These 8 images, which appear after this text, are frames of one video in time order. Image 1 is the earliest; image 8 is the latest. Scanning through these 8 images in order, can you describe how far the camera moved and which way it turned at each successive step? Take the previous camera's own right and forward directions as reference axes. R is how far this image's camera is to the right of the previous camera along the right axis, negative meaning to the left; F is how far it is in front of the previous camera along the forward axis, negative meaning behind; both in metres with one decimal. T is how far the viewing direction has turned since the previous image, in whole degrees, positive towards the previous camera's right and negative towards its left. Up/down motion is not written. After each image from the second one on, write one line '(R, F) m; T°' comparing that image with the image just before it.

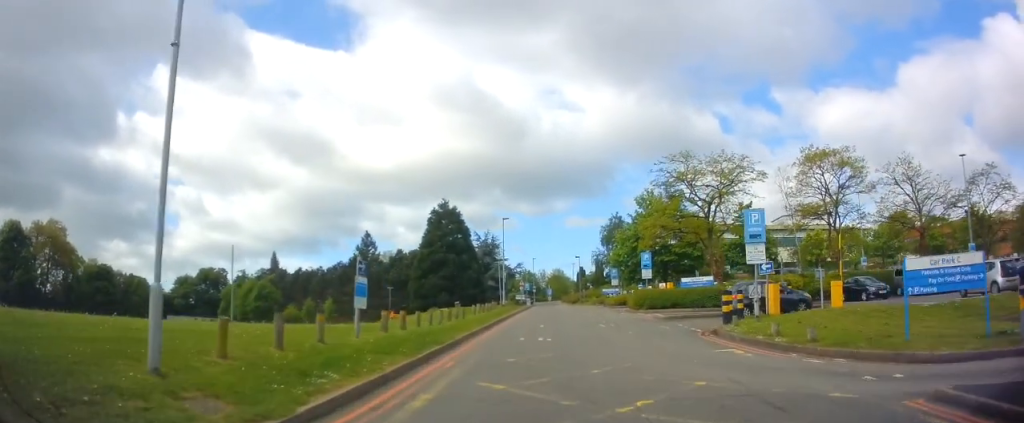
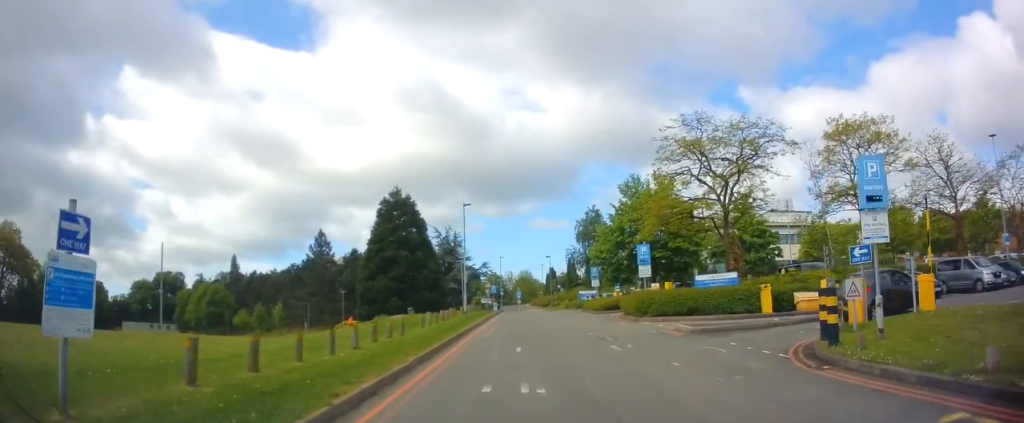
(0.0, +7.4) m; +1°
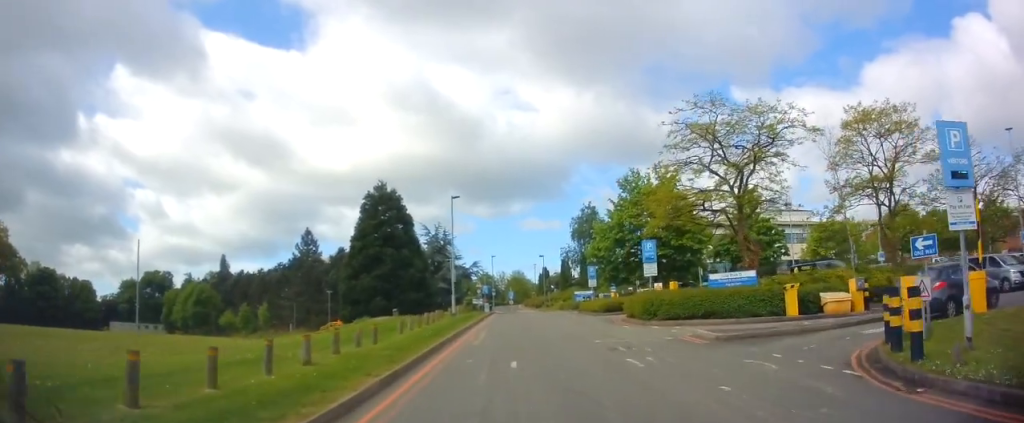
(0.0, +2.6) m; +3°
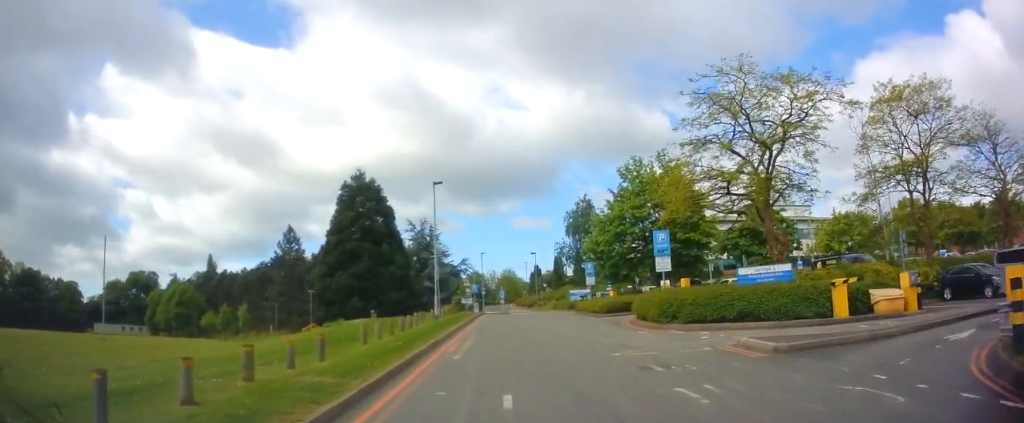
(+0.2, +3.6) m; +4°
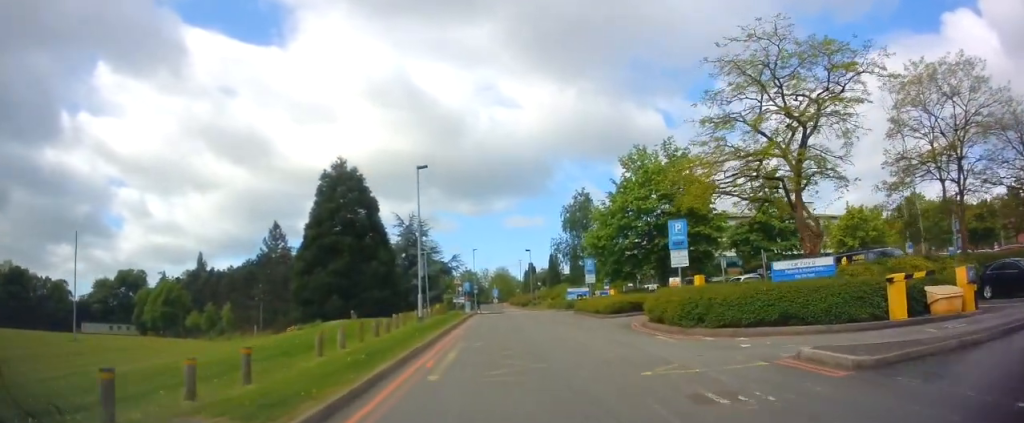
(+0.1, +2.9) m; +4°
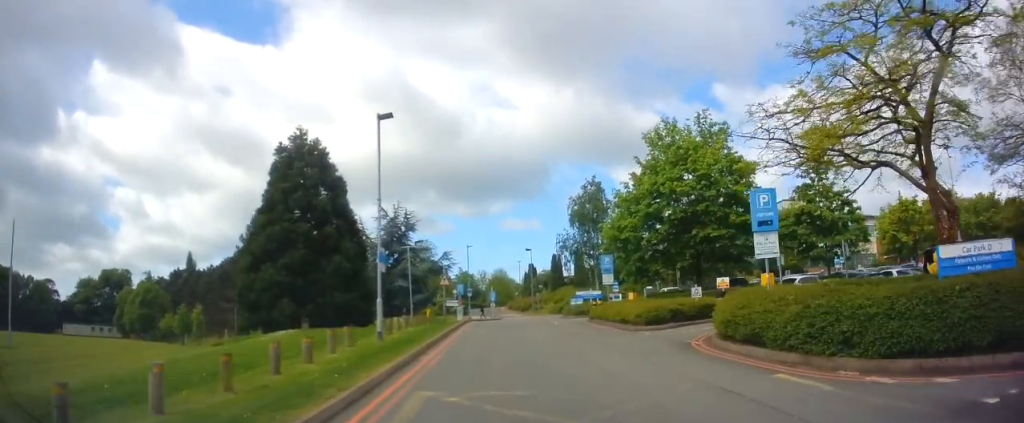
(-0.4, +7.1) m; -8°
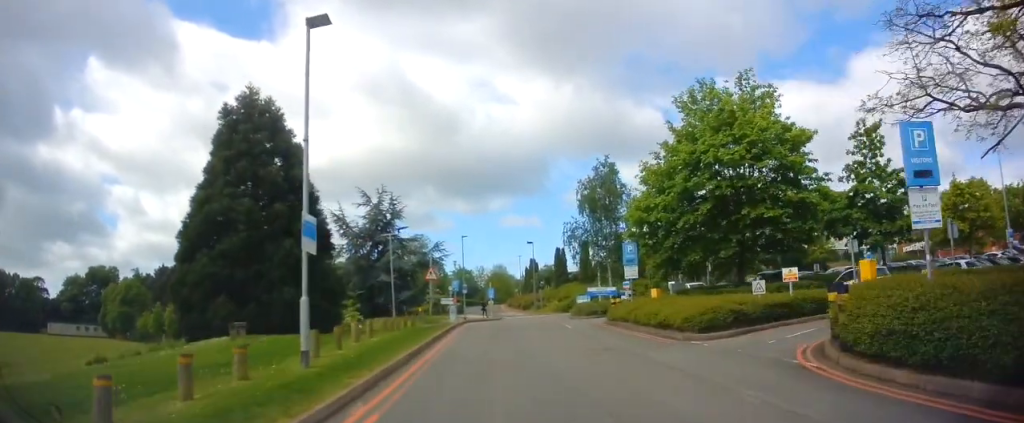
(-0.4, +5.8) m; -1°
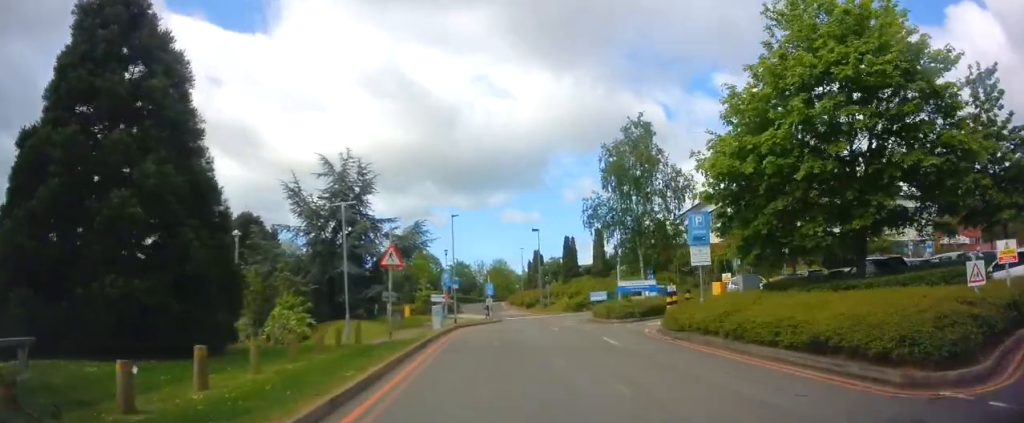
(+0.4, +9.3) m; +5°
